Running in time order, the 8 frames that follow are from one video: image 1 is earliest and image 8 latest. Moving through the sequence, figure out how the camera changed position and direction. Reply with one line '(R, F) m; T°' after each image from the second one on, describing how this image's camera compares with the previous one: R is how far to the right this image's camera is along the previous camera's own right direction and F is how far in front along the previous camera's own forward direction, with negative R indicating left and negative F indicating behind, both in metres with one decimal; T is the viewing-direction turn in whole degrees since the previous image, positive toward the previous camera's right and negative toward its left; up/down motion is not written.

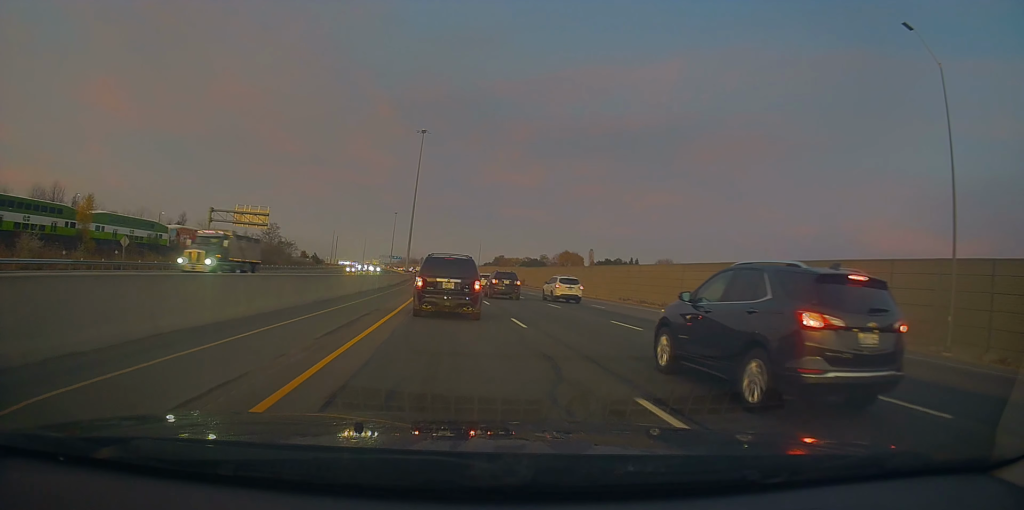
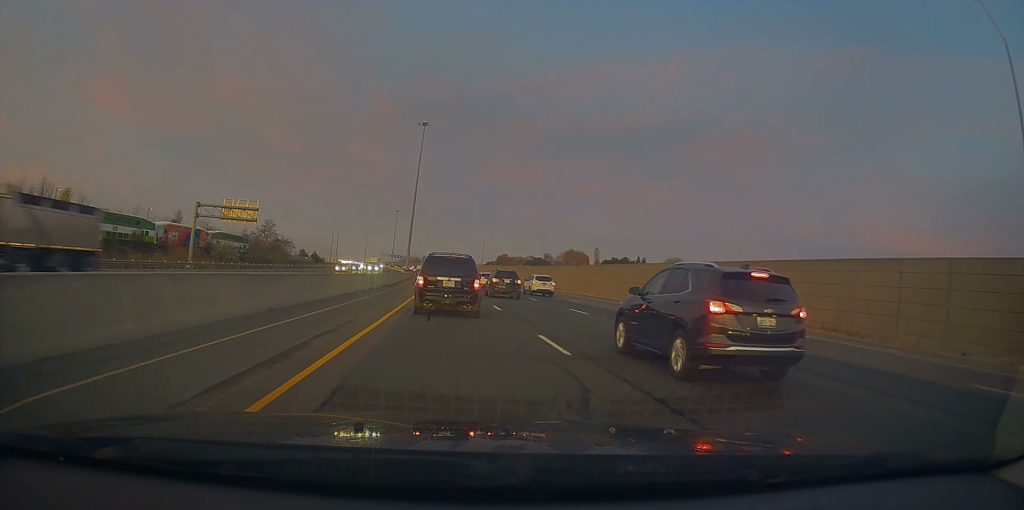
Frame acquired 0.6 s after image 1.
(0.0, +4.7) m; +2°
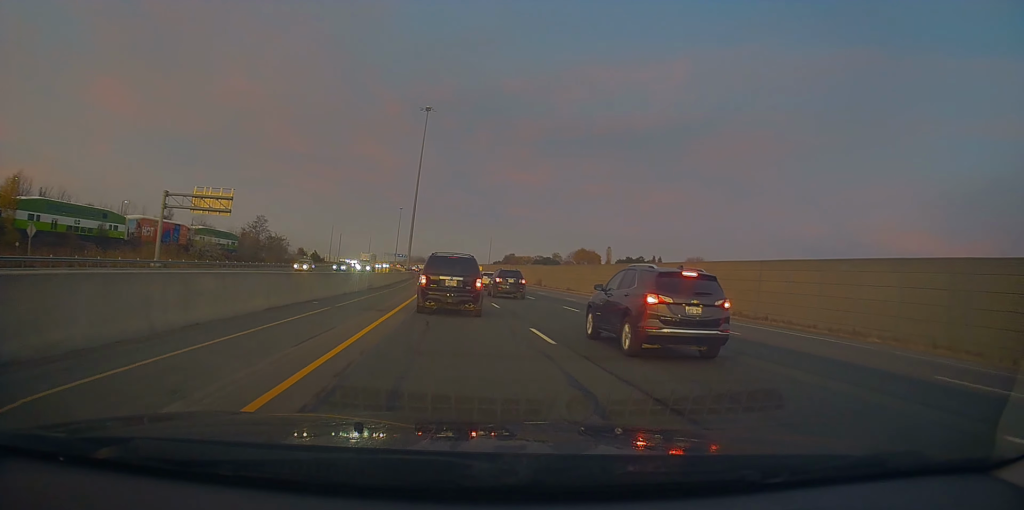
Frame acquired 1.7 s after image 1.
(+0.3, +10.2) m; 0°
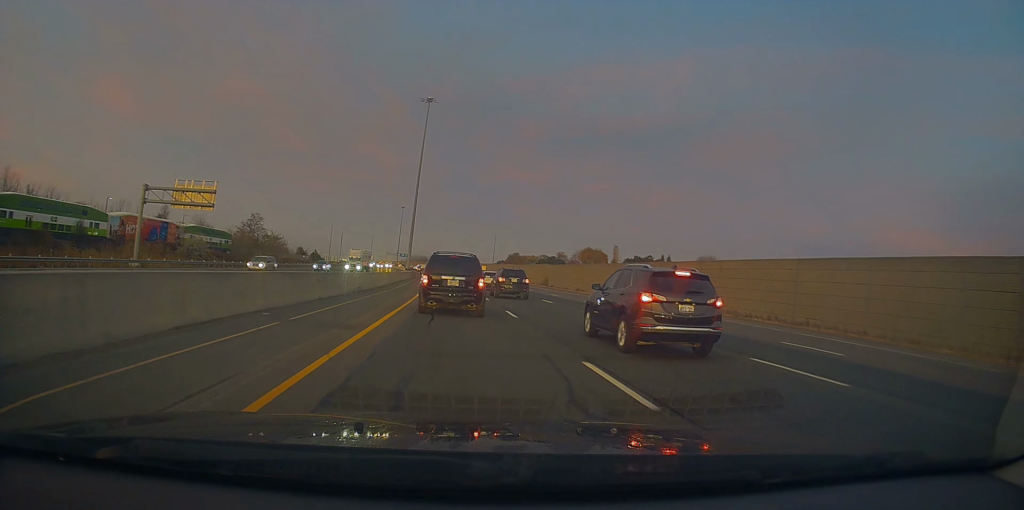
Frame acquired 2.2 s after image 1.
(0.0, +5.4) m; 0°
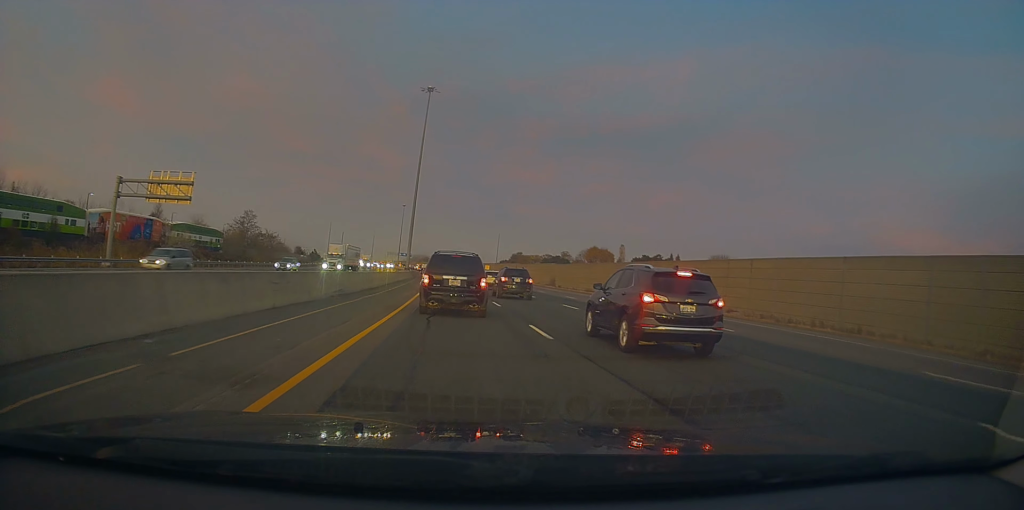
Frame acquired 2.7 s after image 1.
(-0.2, +6.0) m; -1°
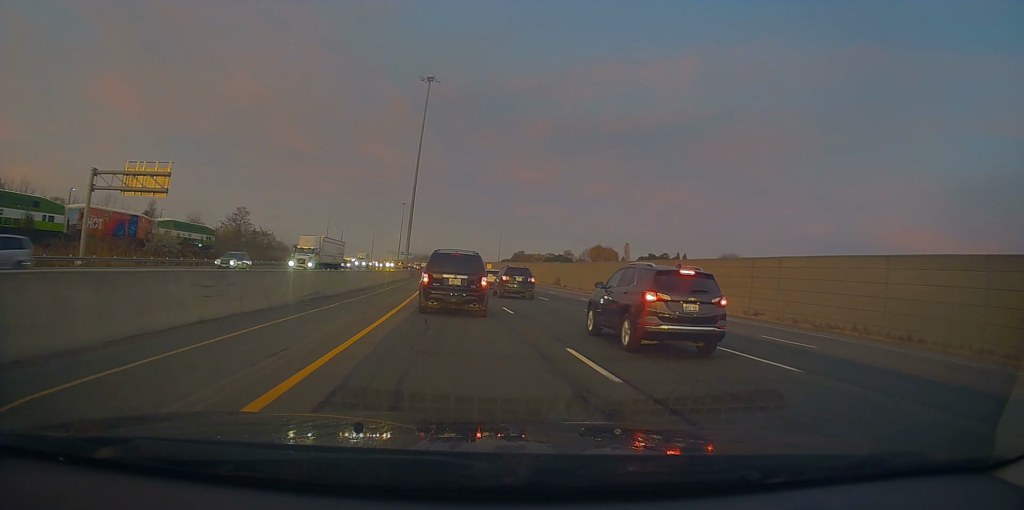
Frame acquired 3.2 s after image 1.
(0.0, +5.5) m; 0°
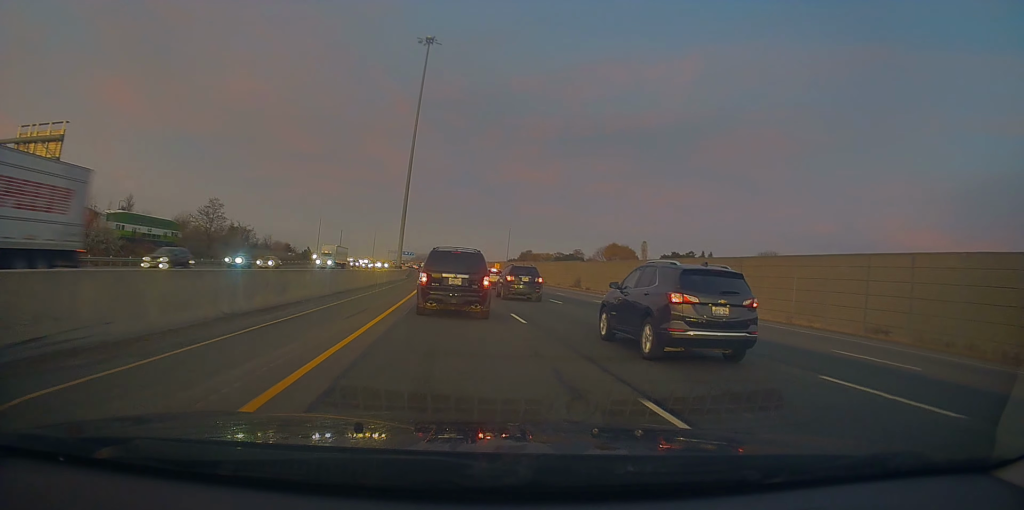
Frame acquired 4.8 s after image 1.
(+0.1, +16.0) m; -1°
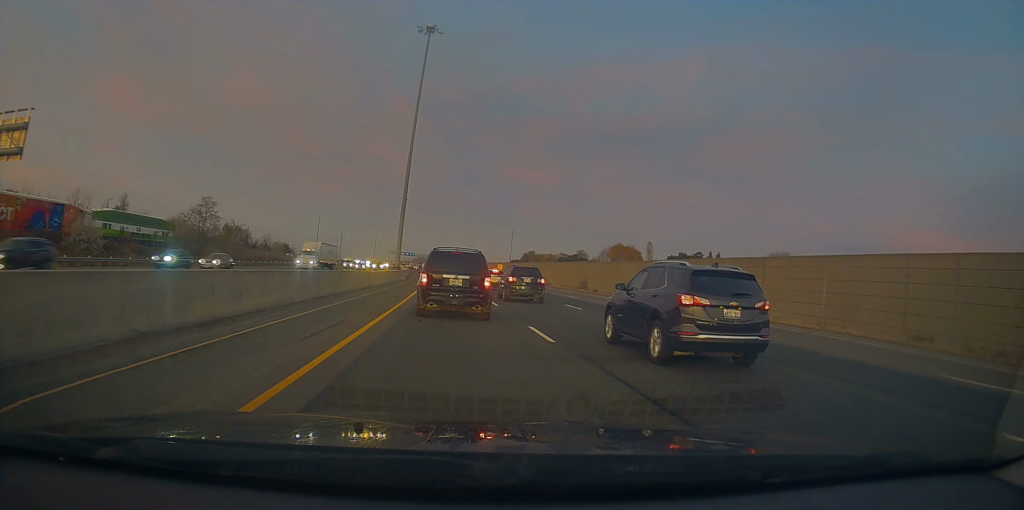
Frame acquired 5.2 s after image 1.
(0.0, +3.8) m; -1°
